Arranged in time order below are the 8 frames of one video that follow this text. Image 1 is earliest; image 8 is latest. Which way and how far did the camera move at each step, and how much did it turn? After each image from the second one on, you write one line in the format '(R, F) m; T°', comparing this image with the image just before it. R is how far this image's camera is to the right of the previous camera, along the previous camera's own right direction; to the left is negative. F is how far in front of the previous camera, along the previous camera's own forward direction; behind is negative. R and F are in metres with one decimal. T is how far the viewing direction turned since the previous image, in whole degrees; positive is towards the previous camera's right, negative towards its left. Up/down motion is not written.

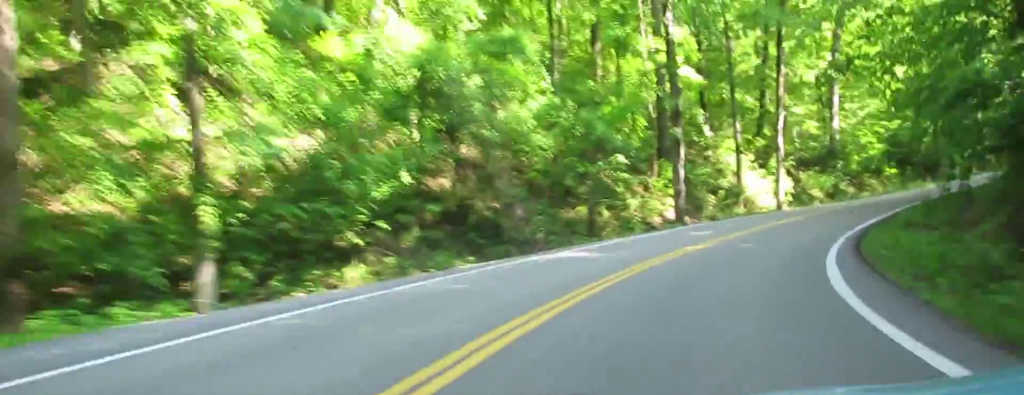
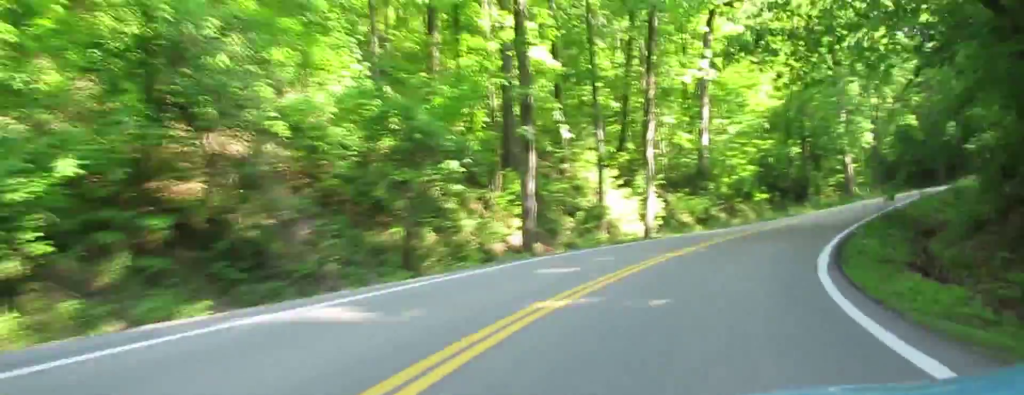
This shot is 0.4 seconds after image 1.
(-0.2, +10.7) m; +5°
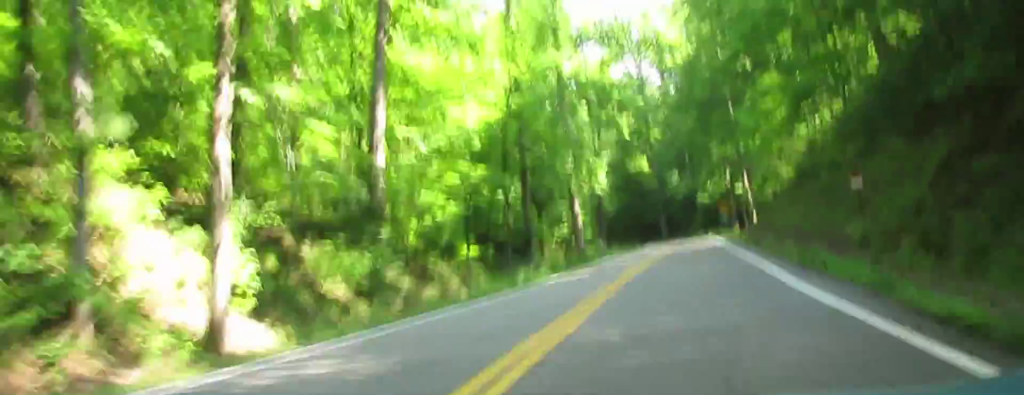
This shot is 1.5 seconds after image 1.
(+3.9, +26.3) m; +21°
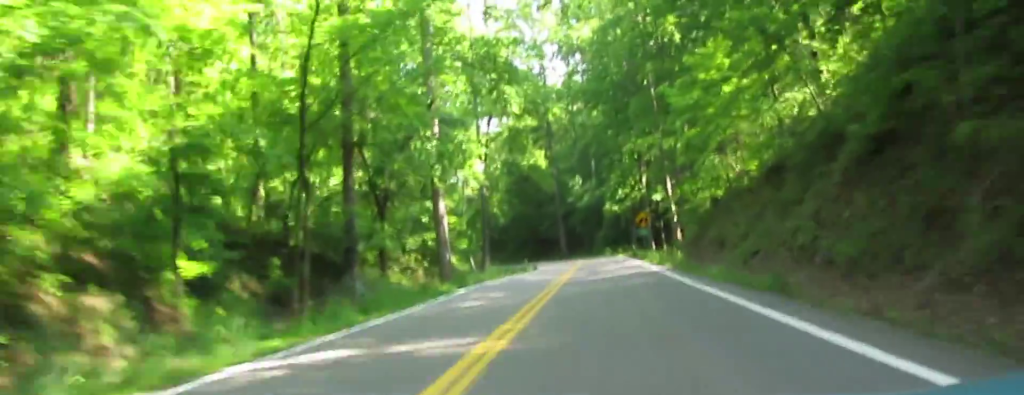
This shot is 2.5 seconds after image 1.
(+5.0, +24.5) m; +11°
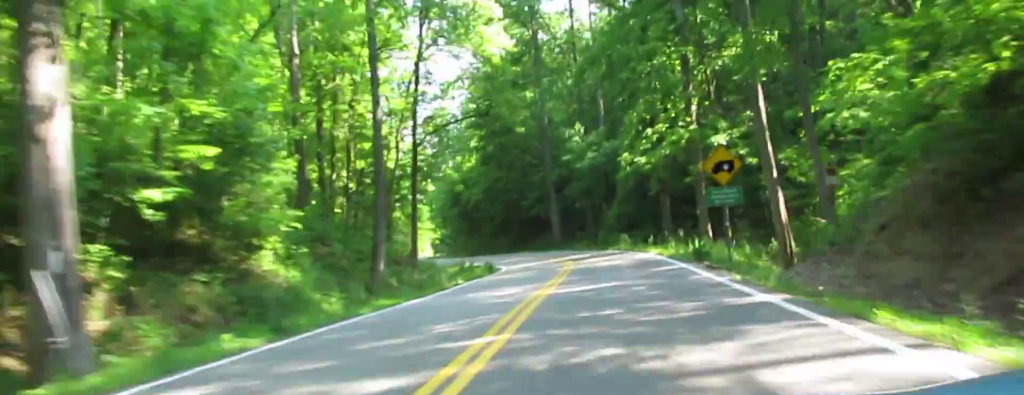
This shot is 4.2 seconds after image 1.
(-3.9, +44.8) m; -11°
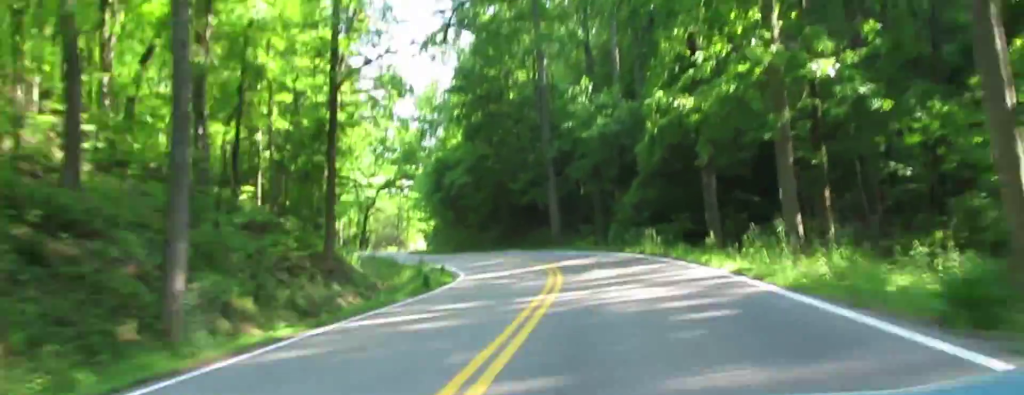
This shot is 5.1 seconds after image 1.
(-1.1, +23.4) m; -5°
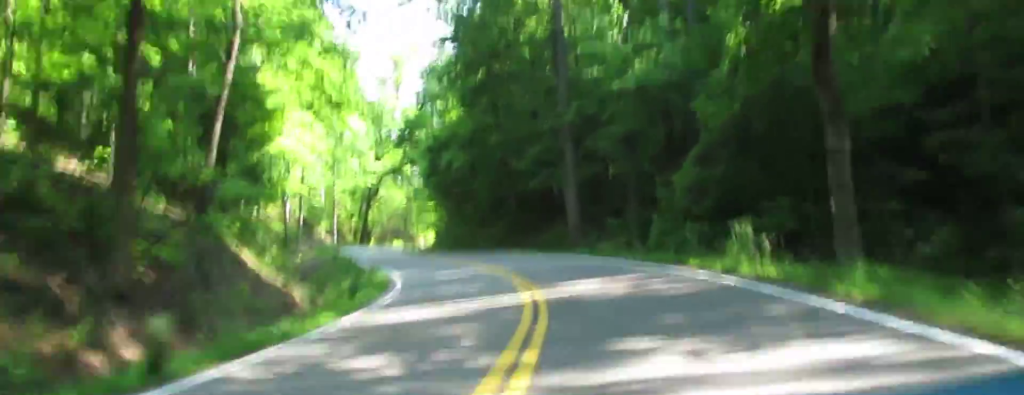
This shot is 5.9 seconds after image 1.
(-0.9, +22.9) m; -4°
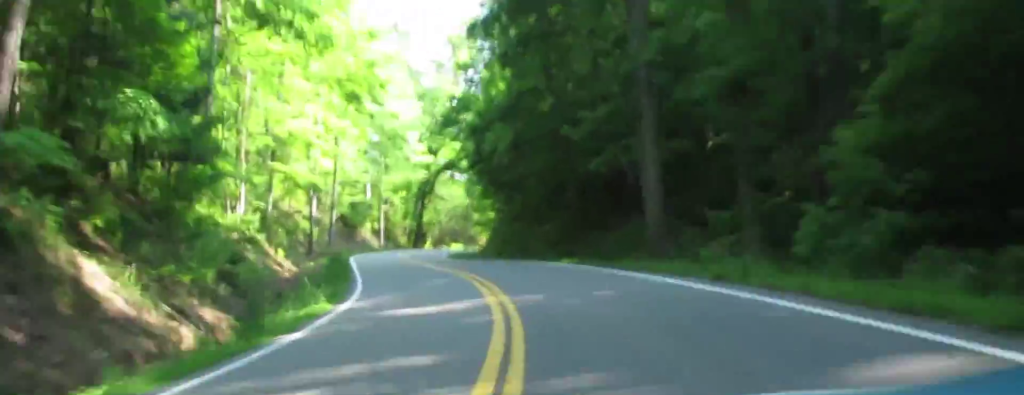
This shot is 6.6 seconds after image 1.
(-0.7, +19.2) m; -2°
